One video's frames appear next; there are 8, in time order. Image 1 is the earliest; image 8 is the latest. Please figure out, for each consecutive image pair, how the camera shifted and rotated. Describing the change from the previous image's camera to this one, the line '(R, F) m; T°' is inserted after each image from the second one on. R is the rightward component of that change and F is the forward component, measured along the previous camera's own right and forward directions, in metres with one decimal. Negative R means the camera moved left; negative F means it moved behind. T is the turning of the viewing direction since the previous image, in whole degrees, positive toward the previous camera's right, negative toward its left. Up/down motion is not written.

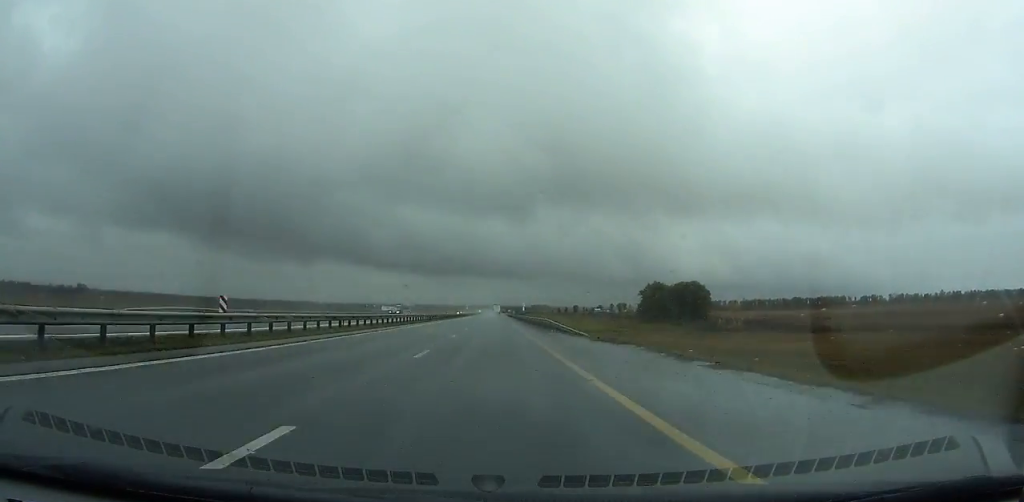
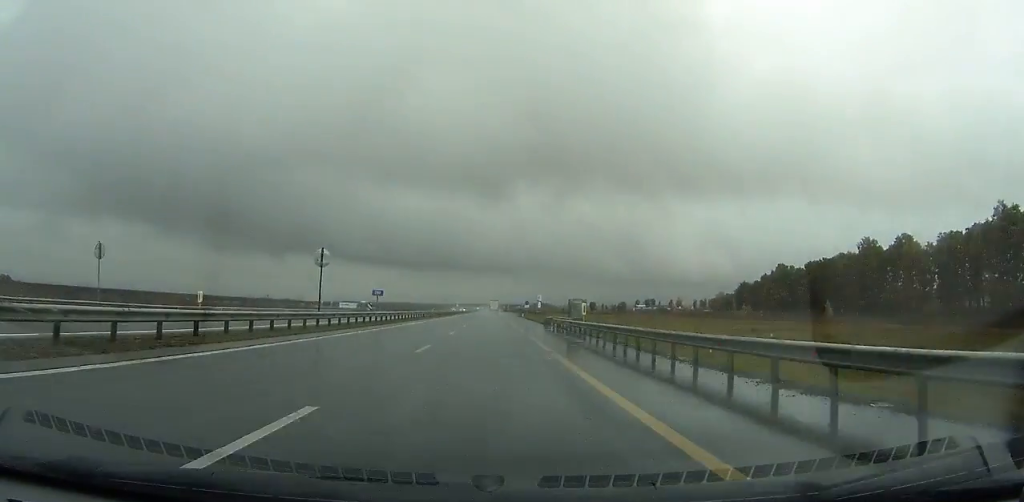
(+1.1, +176.4) m; +1°
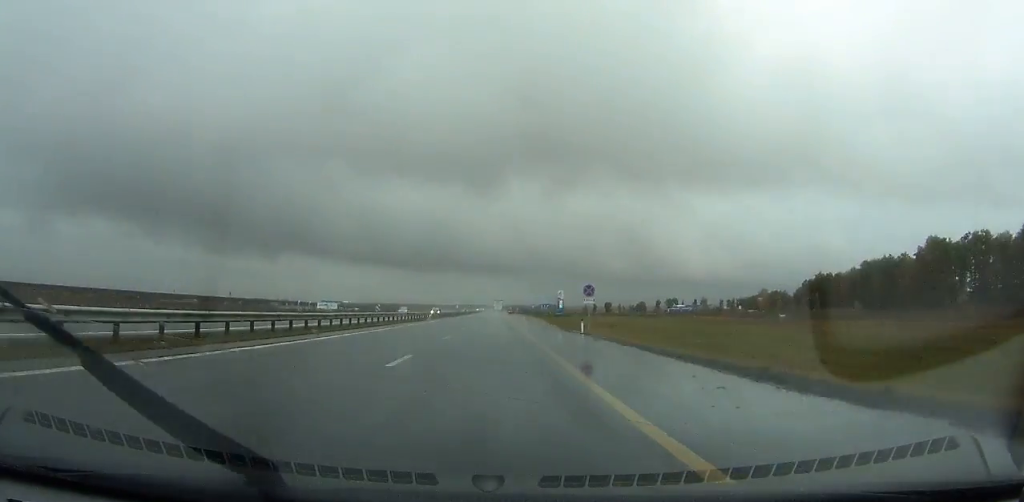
(-0.2, +77.5) m; 0°
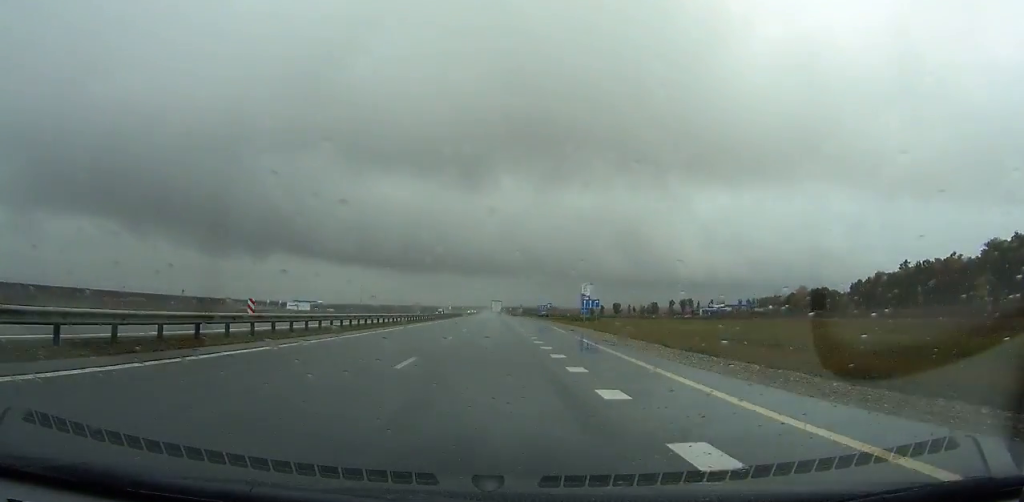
(-0.1, +60.5) m; 0°
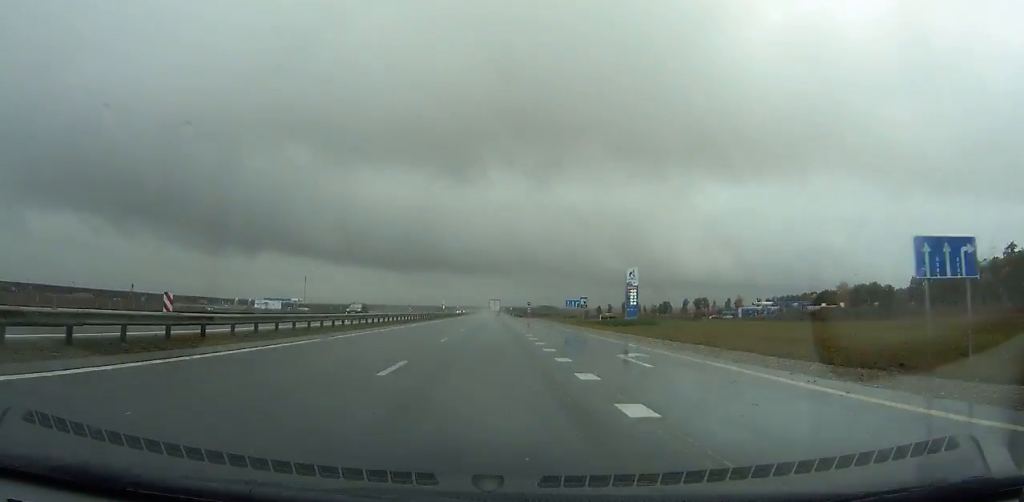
(0.0, +49.2) m; 0°
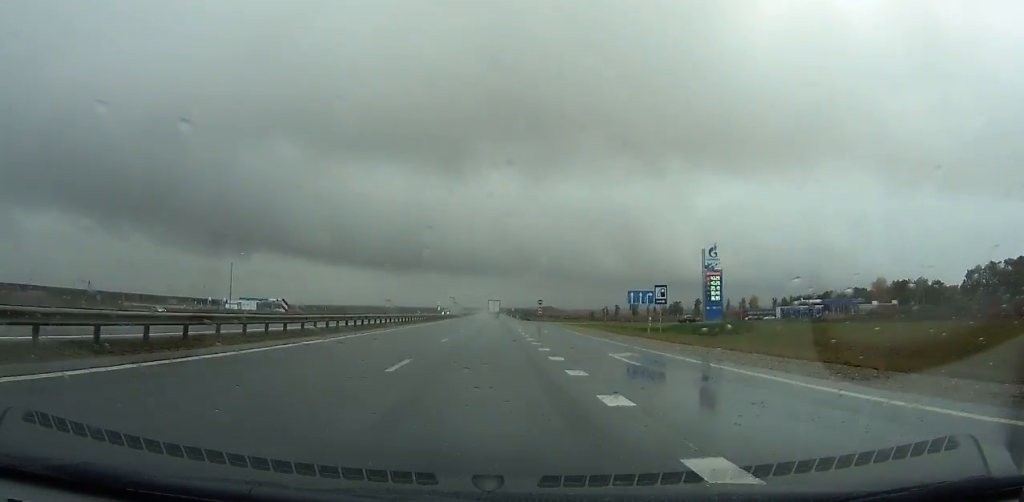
(0.0, +35.8) m; 0°
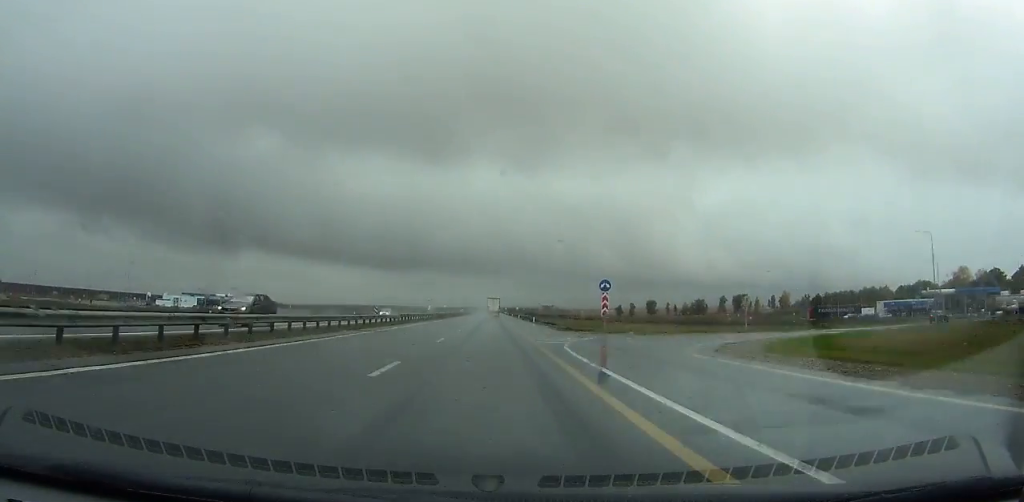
(-0.1, +60.7) m; 0°
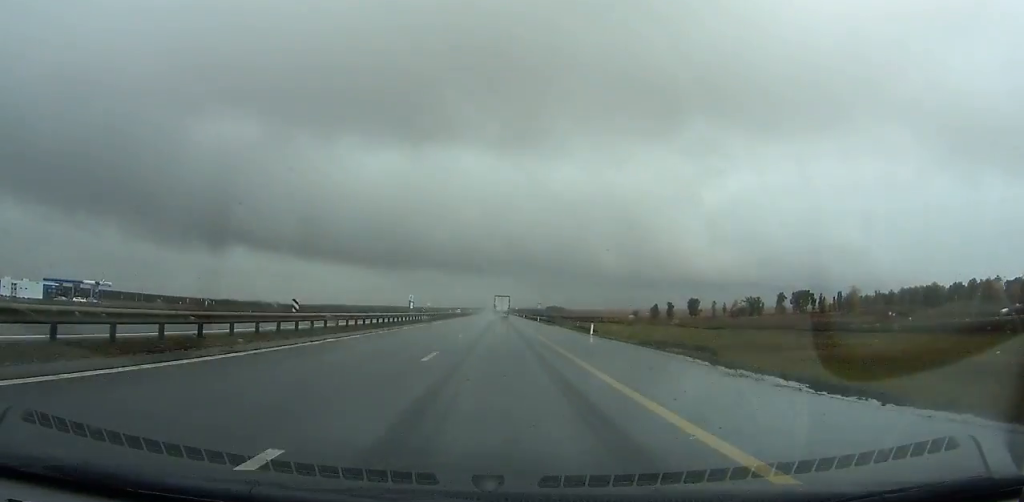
(-0.2, +91.9) m; 0°
